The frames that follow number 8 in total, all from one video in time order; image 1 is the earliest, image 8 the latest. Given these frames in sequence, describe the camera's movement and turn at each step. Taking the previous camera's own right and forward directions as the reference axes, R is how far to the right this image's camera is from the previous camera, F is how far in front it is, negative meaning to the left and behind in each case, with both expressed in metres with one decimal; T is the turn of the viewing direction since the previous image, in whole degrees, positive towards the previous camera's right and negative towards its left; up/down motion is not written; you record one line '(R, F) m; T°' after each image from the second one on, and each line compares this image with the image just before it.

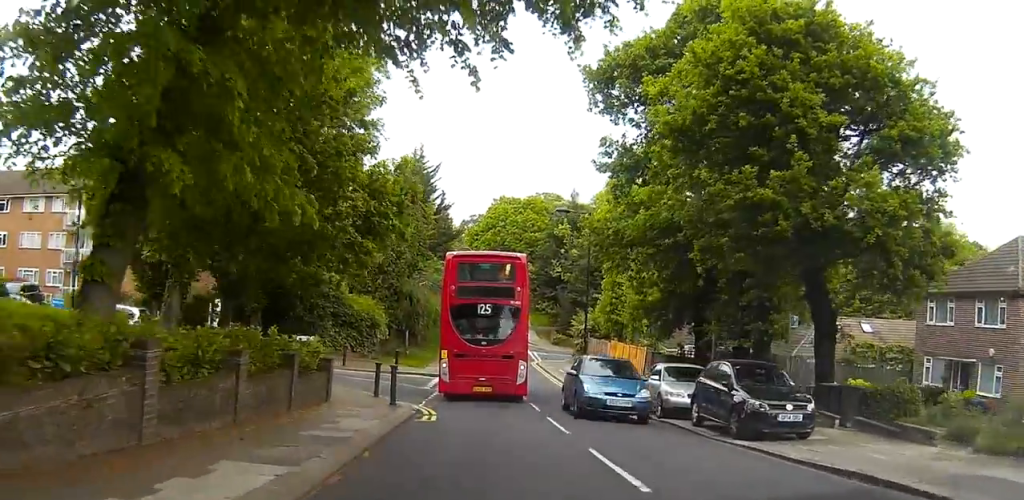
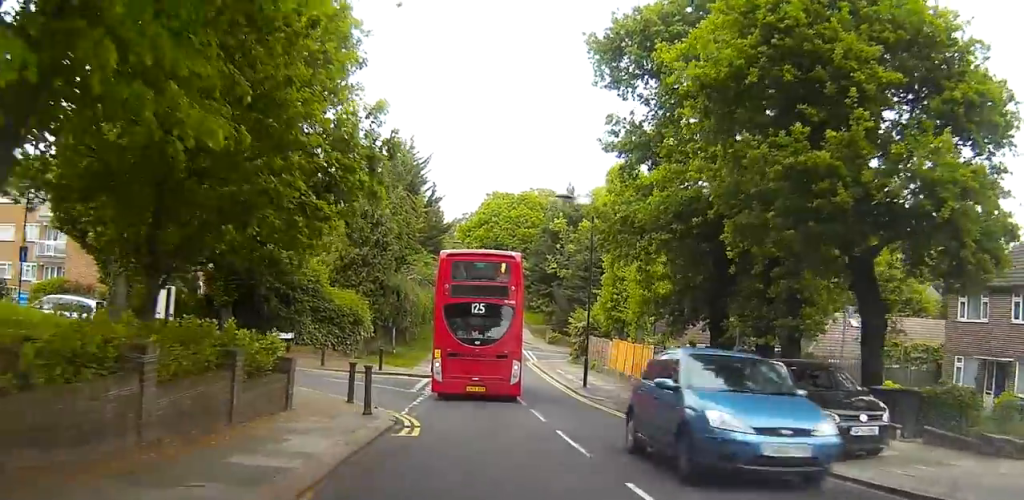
(0.0, +2.6) m; -1°
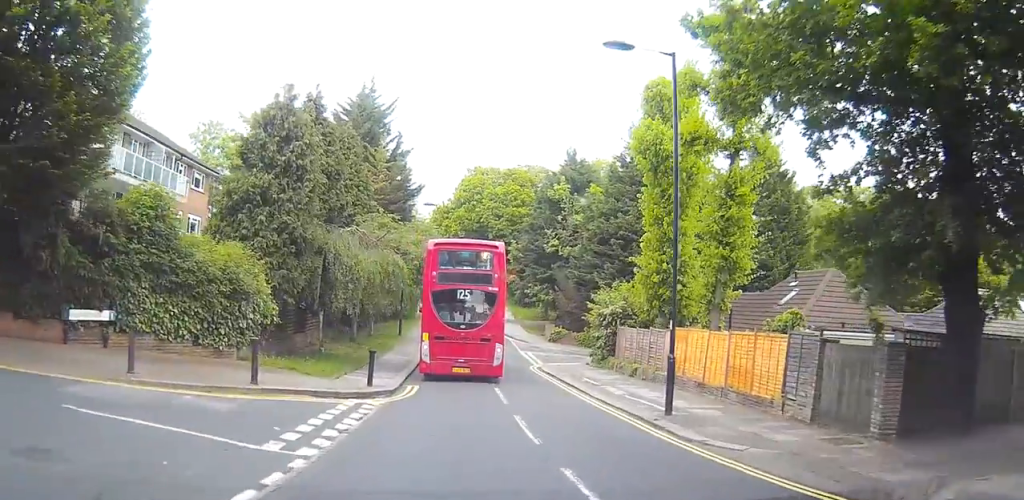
(-0.4, +14.8) m; -1°
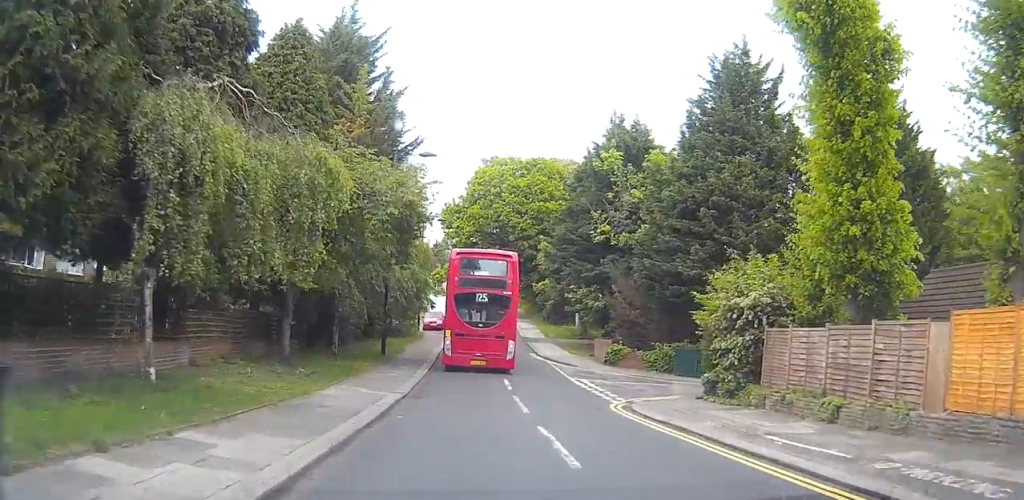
(+0.6, +17.9) m; +3°
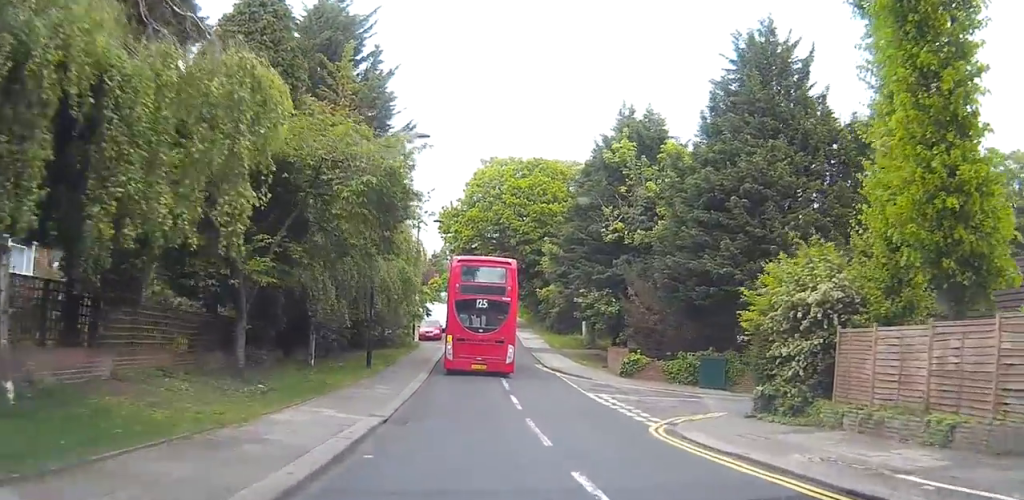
(0.0, +5.0) m; 0°
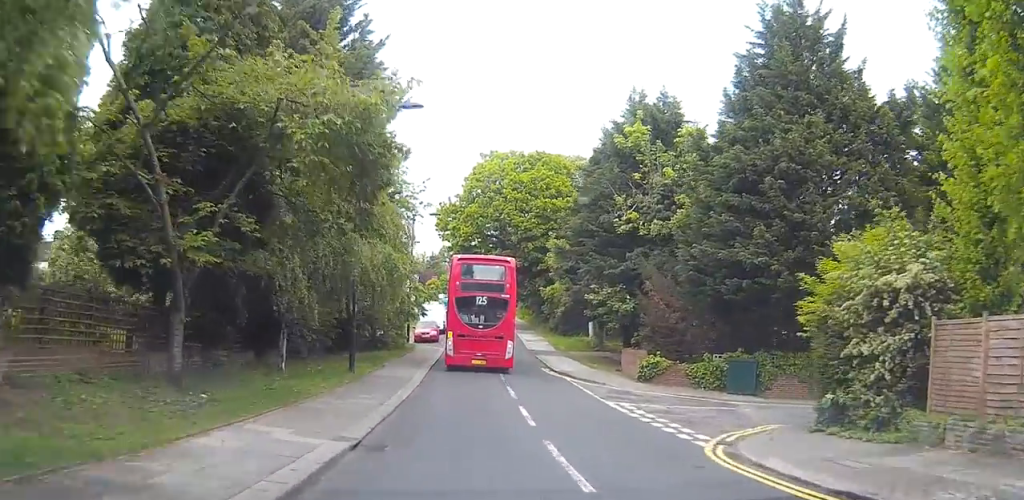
(0.0, +4.6) m; +1°
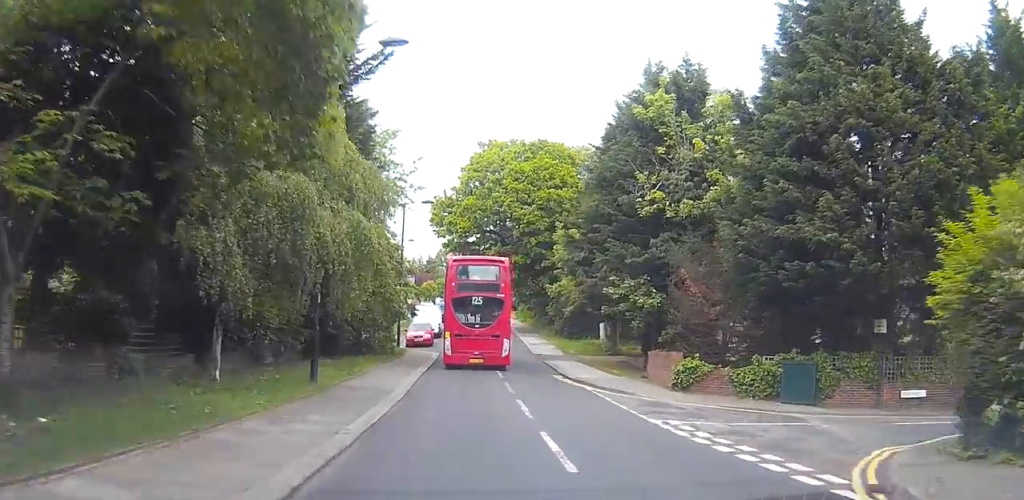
(0.0, +6.7) m; +1°
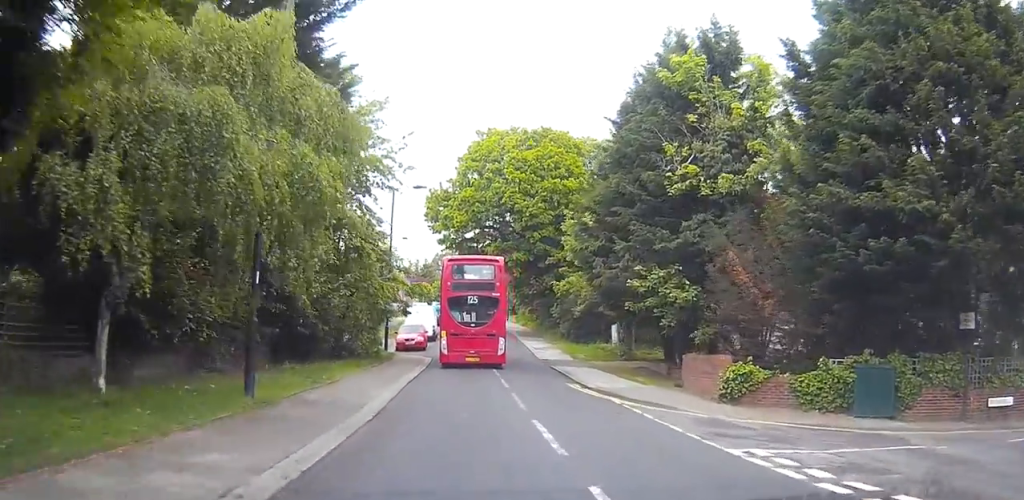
(+0.1, +6.3) m; 0°
